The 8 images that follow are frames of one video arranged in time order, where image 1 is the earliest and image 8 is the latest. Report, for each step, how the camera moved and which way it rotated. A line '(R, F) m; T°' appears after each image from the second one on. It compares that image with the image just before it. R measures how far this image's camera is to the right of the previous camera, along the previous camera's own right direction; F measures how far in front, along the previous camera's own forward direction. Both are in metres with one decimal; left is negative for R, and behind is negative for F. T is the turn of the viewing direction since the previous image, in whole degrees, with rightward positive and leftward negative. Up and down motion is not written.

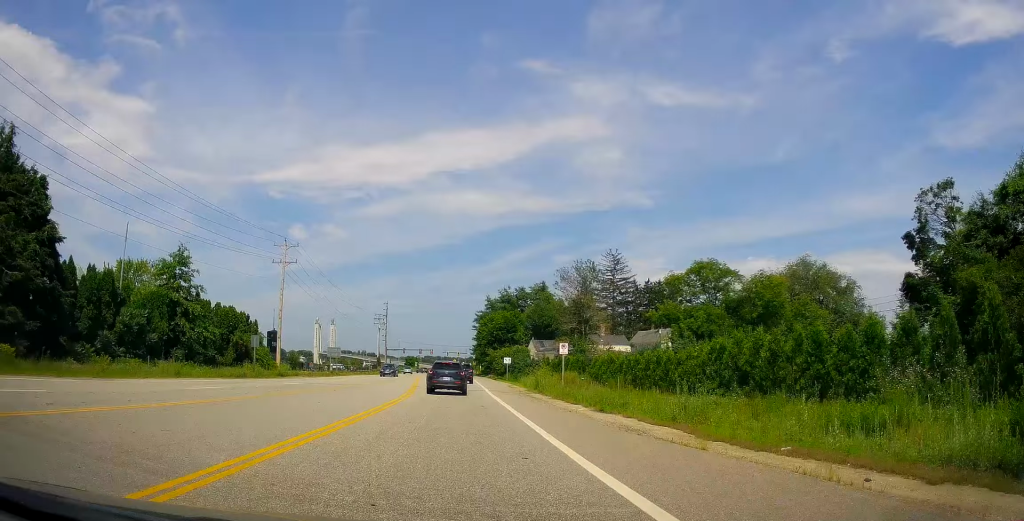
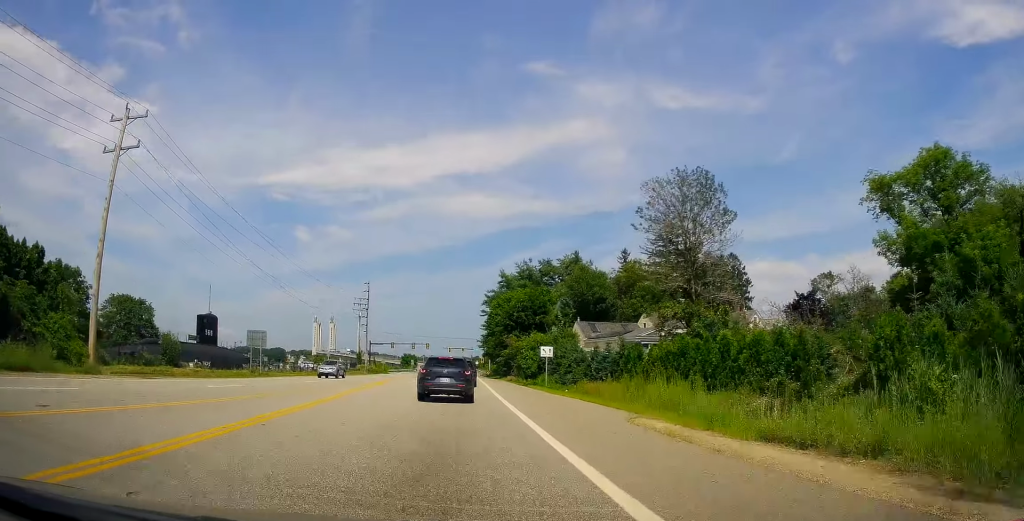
(+0.5, +38.0) m; +2°
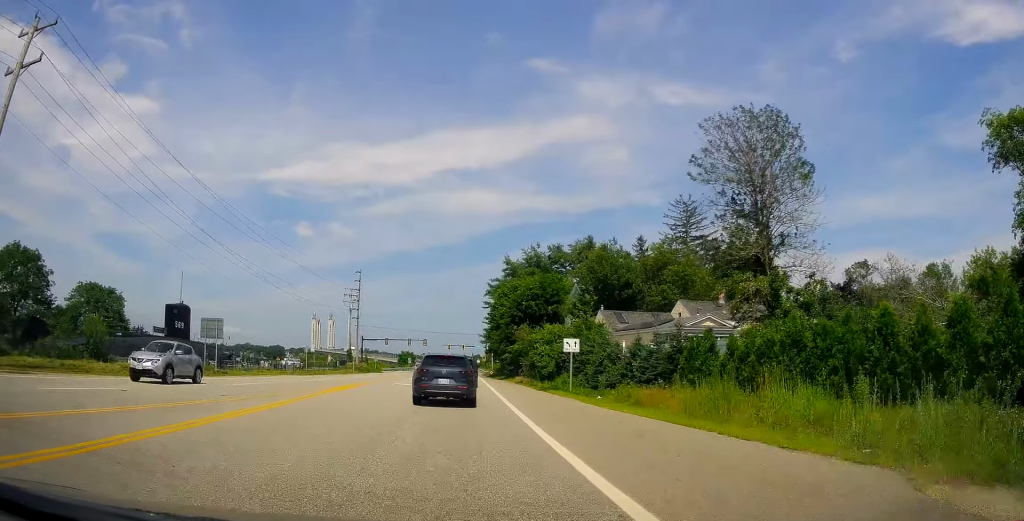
(0.0, +12.3) m; 0°
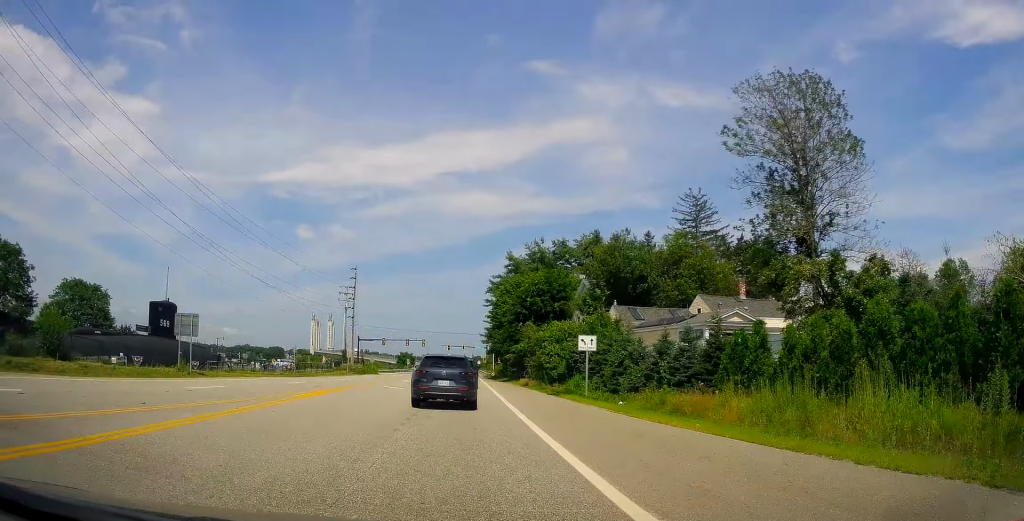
(-0.2, +5.6) m; +1°
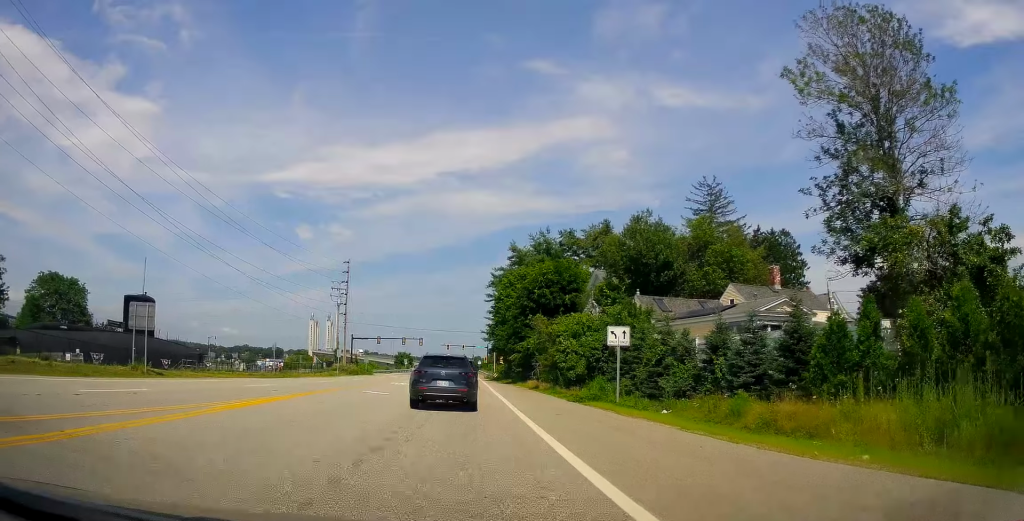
(+0.4, +7.3) m; +1°
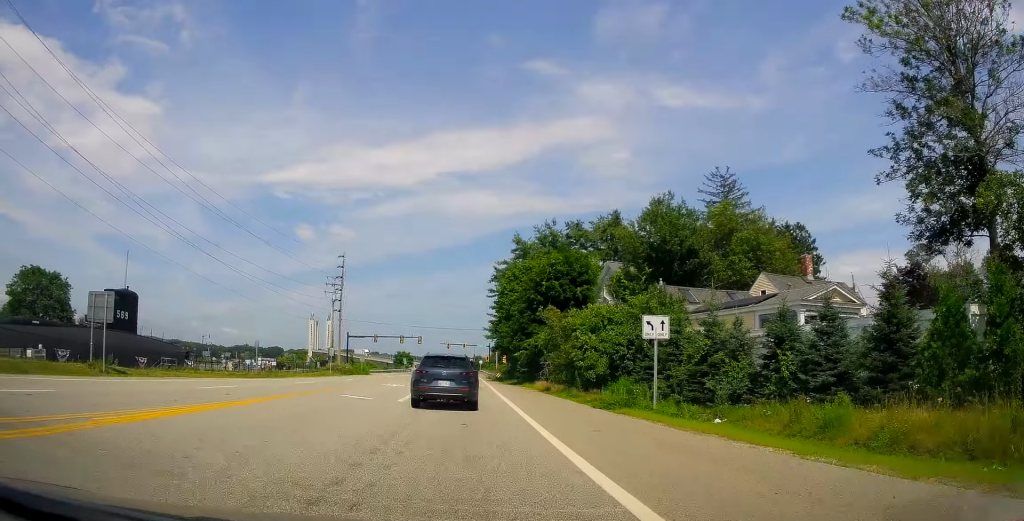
(0.0, +5.1) m; 0°
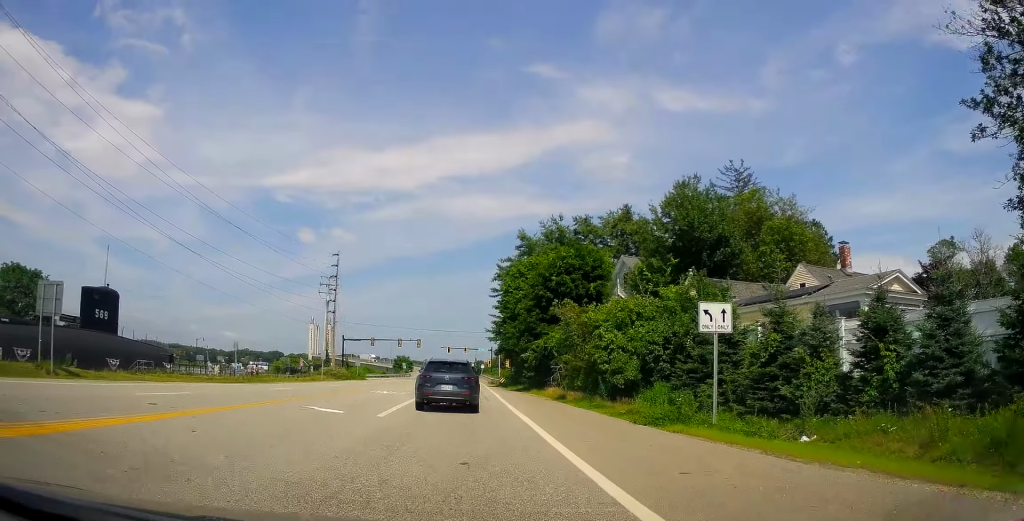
(-0.1, +4.8) m; -1°
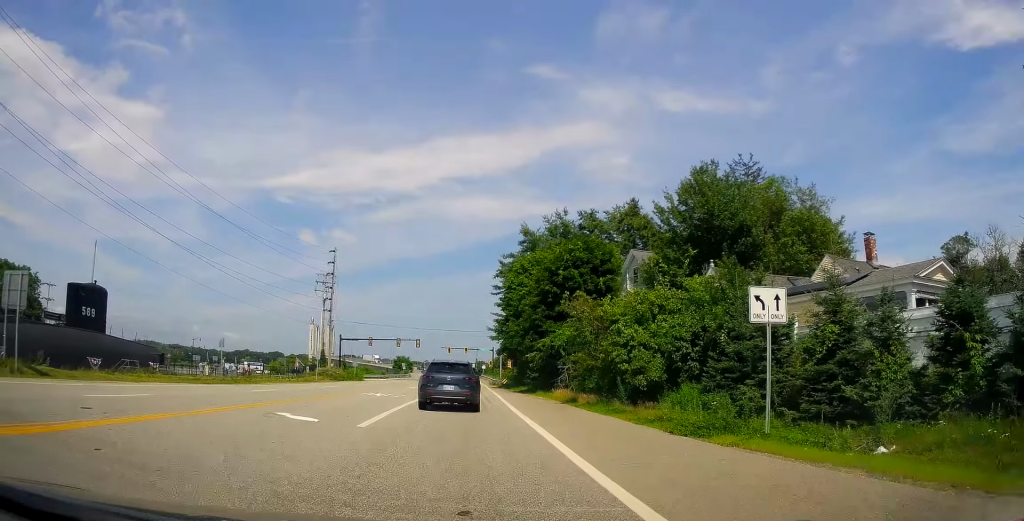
(+0.1, +2.4) m; -1°
